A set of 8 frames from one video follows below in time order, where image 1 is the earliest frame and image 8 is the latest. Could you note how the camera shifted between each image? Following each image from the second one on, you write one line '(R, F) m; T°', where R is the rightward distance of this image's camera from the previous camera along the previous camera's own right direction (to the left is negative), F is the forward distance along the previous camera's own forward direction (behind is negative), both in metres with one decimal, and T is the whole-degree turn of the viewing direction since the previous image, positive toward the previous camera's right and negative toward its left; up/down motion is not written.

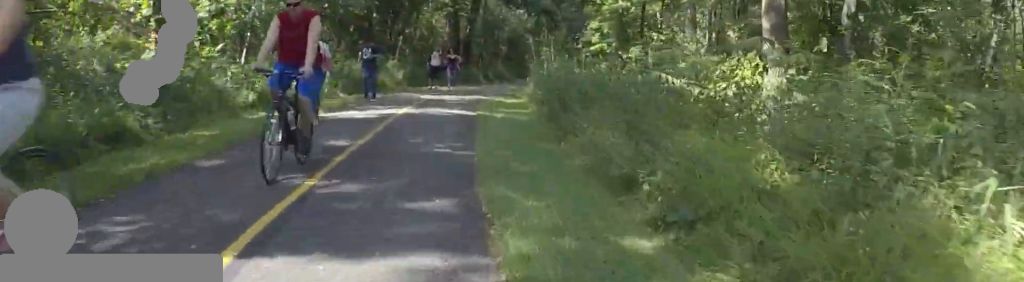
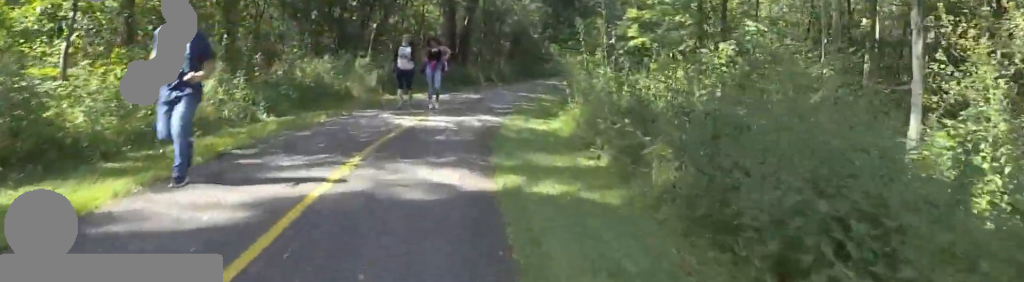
(-0.3, +6.6) m; -5°
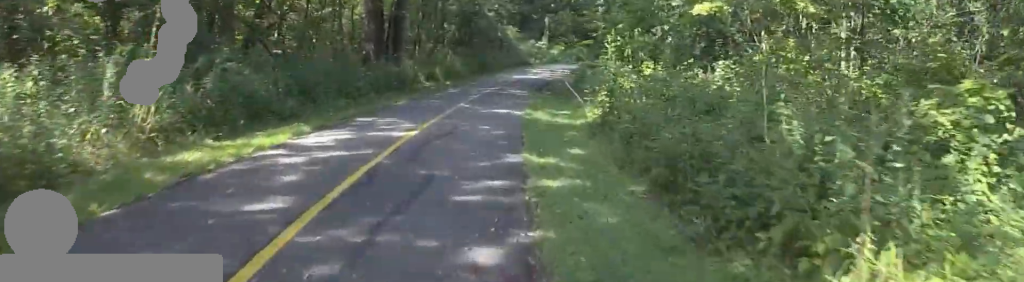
(+1.1, +10.5) m; +9°
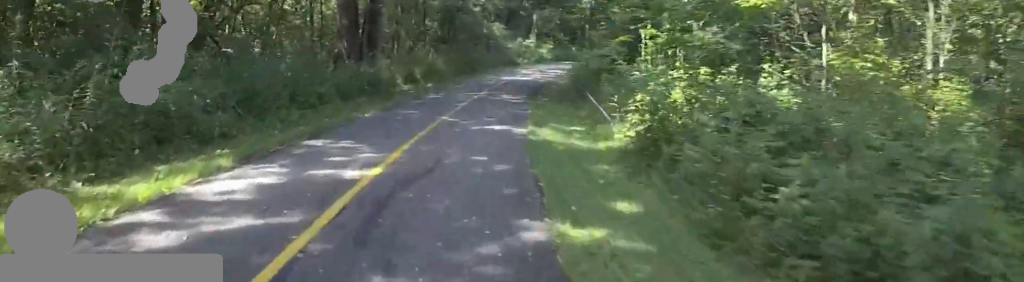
(+0.4, +2.8) m; 0°
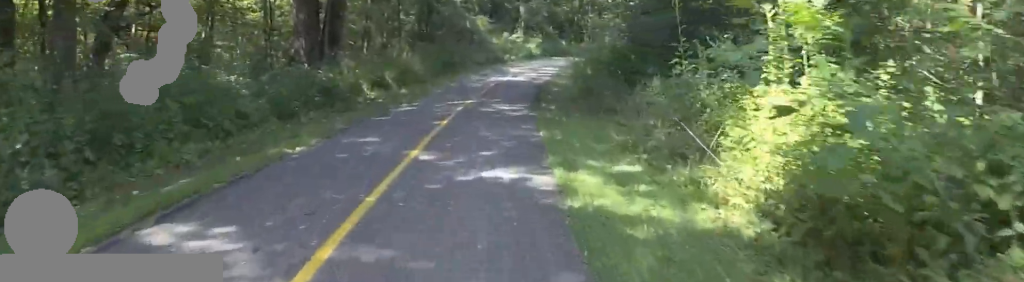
(-0.7, +3.8) m; 0°
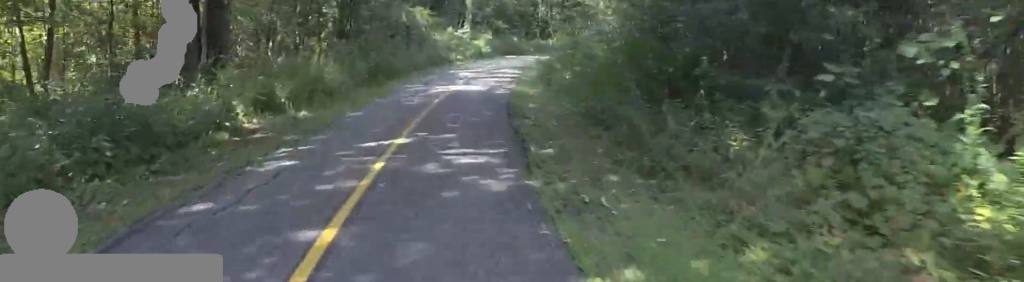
(+0.2, +5.7) m; +6°
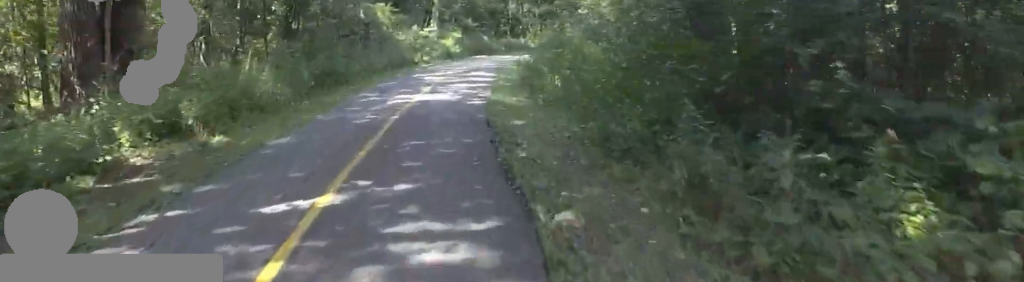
(+0.2, +2.8) m; +4°
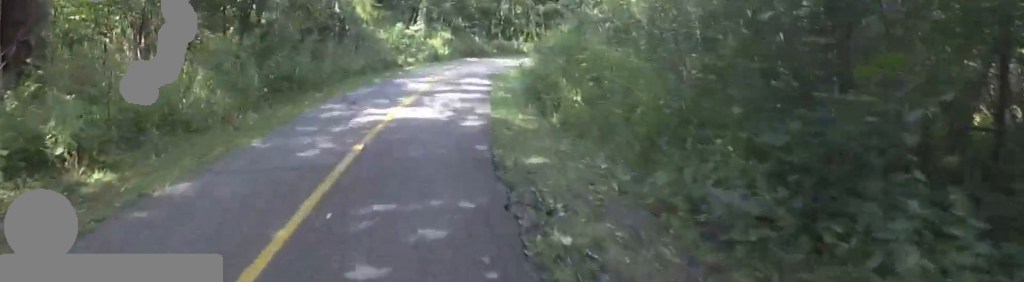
(0.0, +2.9) m; +1°
